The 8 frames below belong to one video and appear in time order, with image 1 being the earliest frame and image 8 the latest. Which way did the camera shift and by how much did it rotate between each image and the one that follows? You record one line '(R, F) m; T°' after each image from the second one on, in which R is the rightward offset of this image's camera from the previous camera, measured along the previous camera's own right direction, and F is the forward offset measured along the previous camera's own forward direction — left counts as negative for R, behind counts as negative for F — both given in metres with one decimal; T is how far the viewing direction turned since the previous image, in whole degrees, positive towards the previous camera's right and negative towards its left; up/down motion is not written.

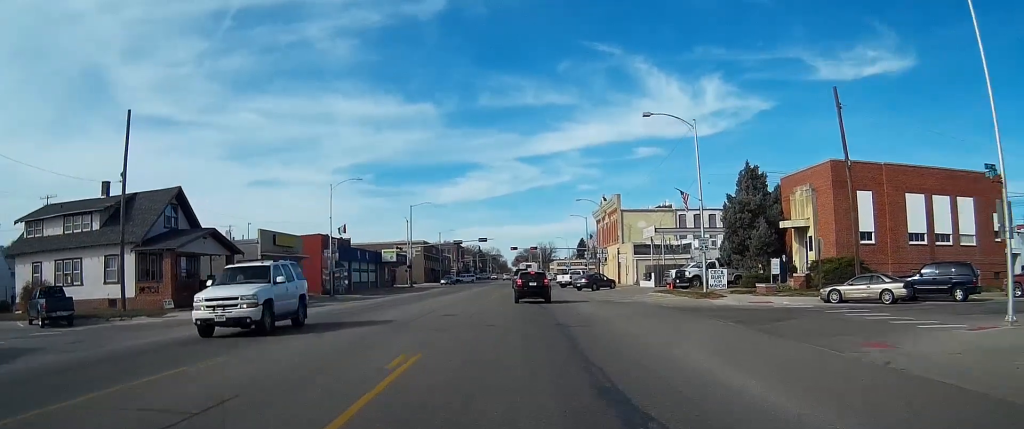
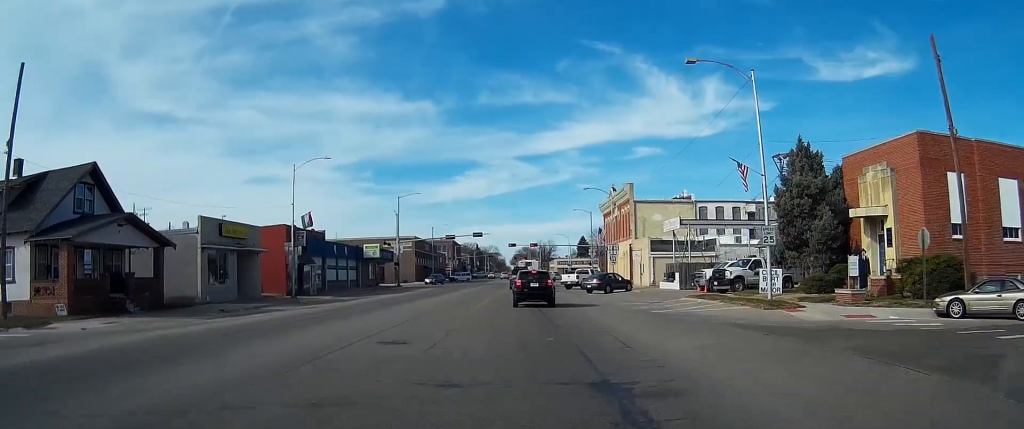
(-0.1, +10.1) m; -1°
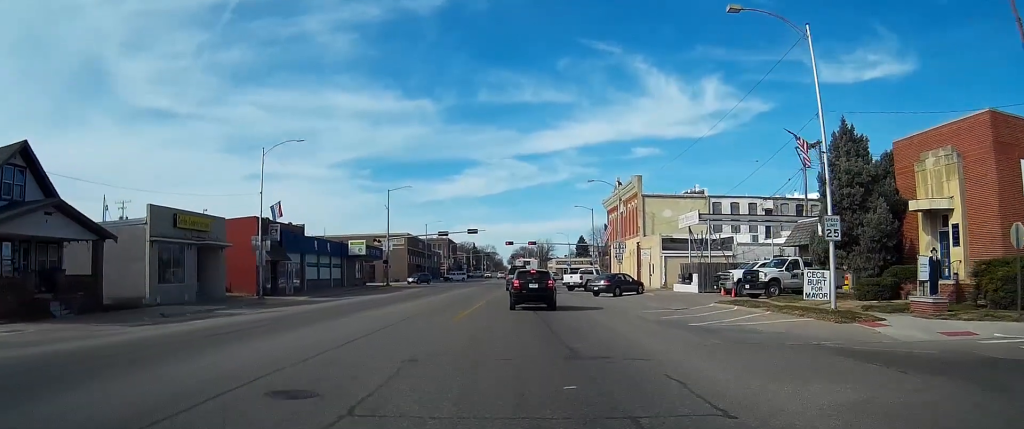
(0.0, +6.1) m; 0°
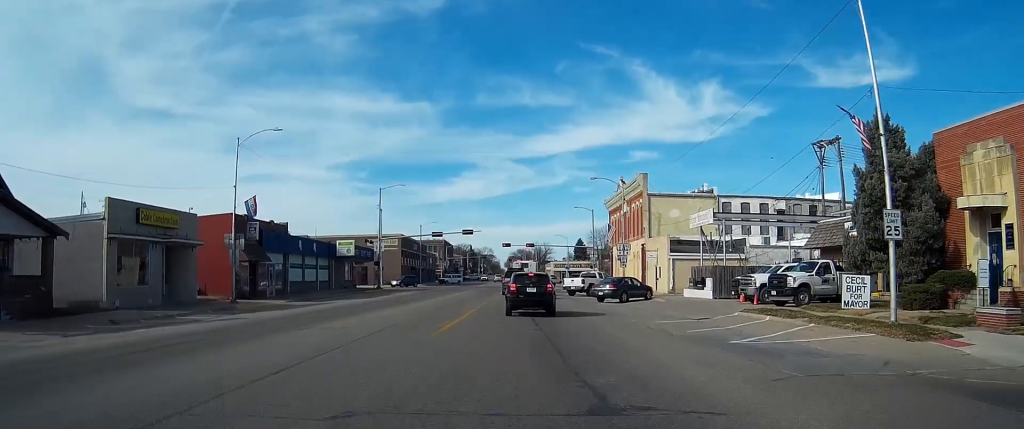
(0.0, +4.1) m; 0°
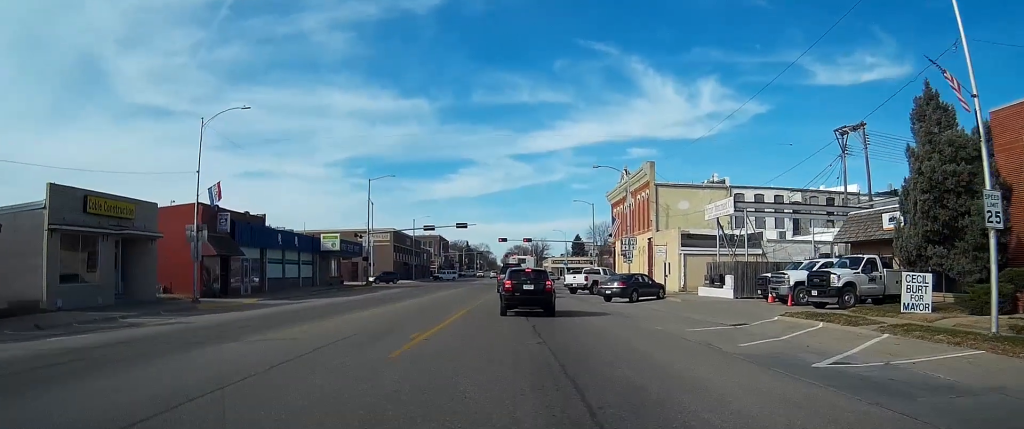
(0.0, +4.5) m; 0°
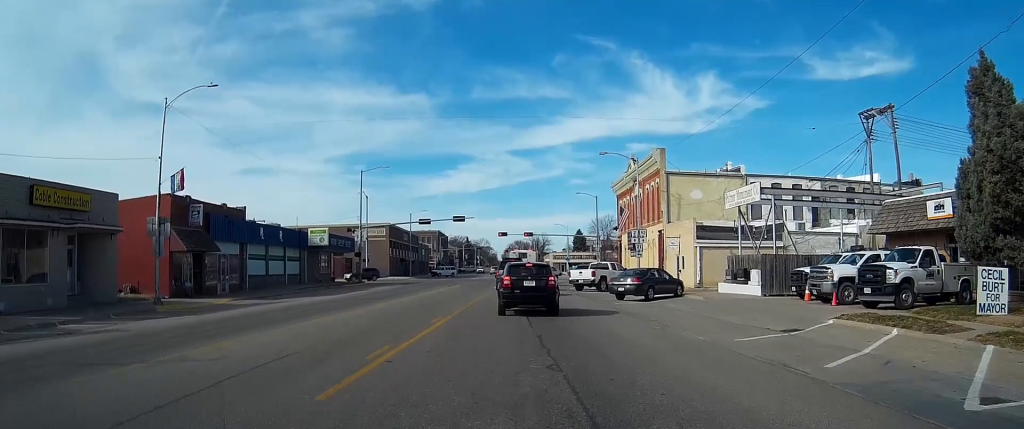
(0.0, +4.1) m; 0°
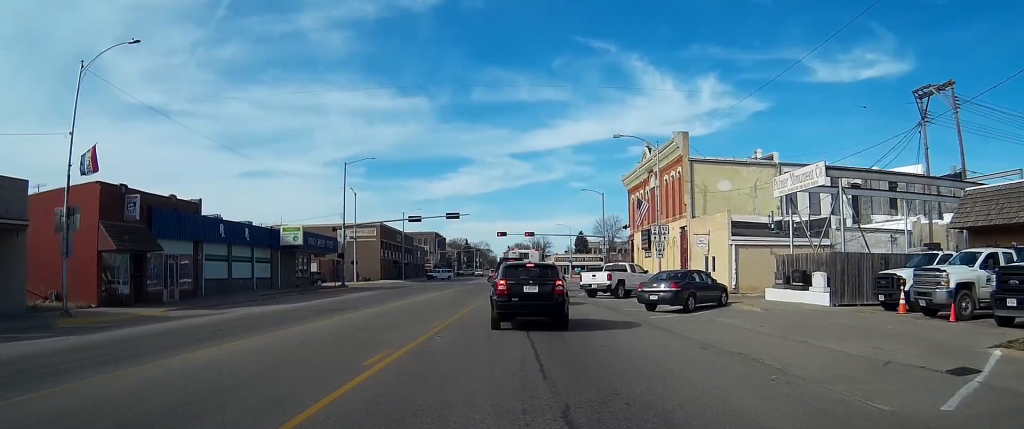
(0.0, +6.9) m; 0°
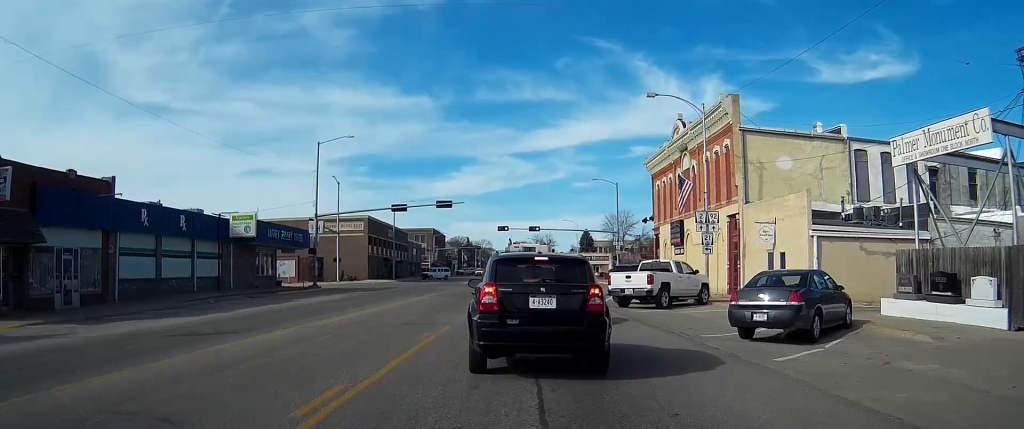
(0.0, +9.7) m; -2°
